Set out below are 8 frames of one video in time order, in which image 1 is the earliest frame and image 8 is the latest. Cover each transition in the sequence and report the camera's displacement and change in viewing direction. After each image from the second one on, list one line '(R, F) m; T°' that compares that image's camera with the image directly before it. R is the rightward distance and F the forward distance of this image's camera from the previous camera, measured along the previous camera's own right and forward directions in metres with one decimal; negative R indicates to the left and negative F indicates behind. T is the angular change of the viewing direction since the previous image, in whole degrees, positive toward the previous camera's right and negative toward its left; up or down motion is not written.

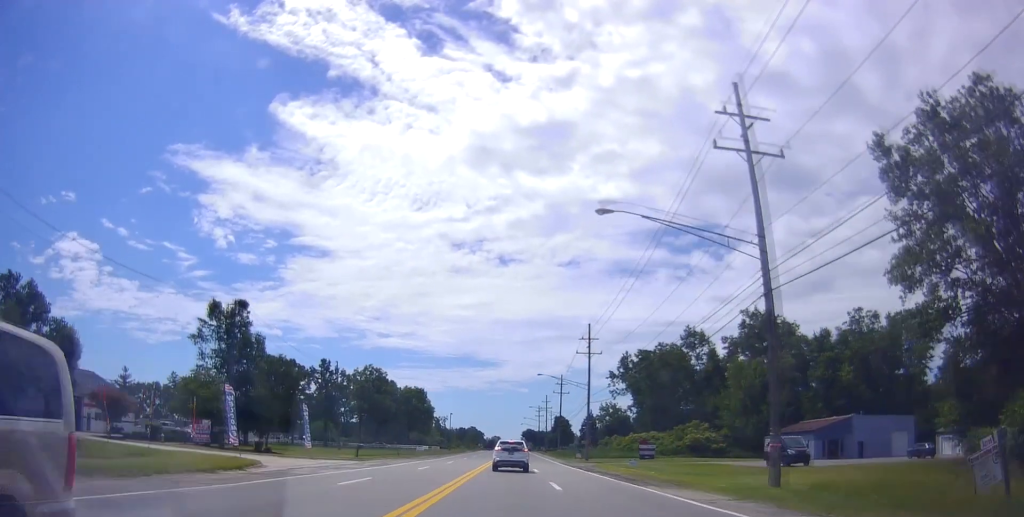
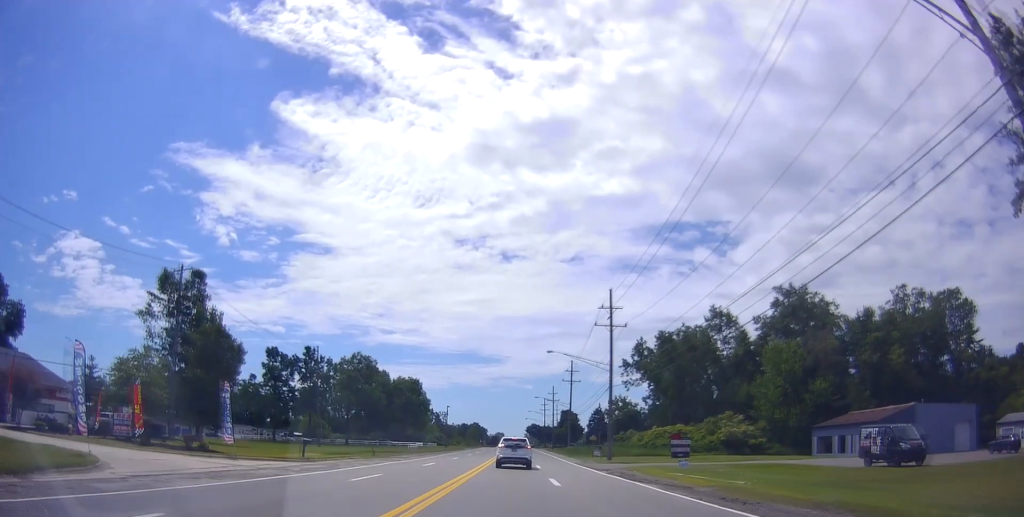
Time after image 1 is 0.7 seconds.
(-0.2, +13.7) m; -1°
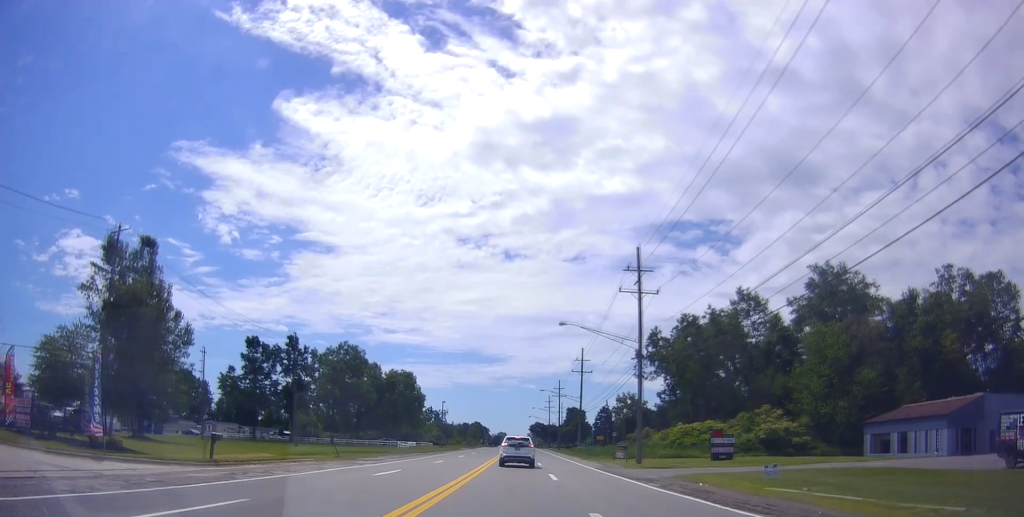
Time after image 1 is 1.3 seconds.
(-0.5, +12.3) m; 0°
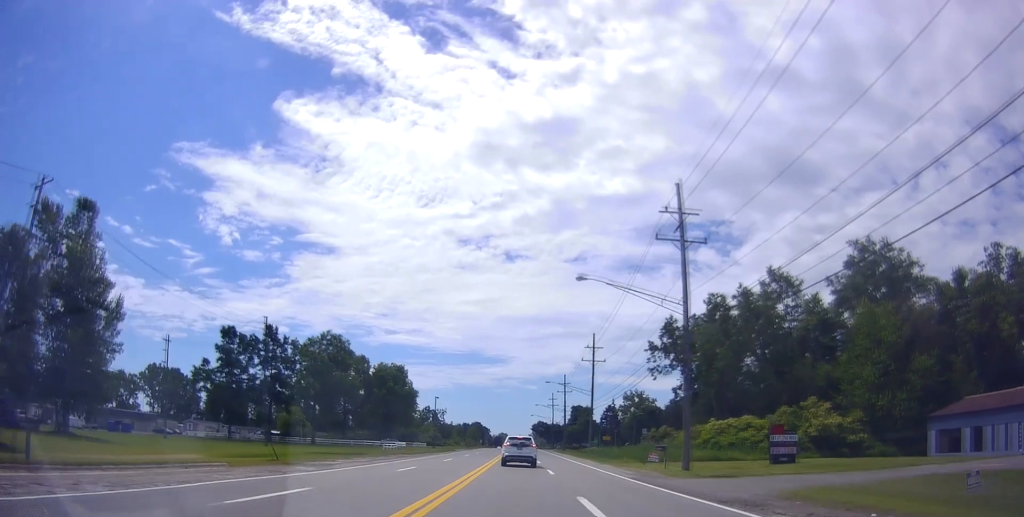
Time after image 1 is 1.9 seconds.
(+0.4, +12.0) m; +1°
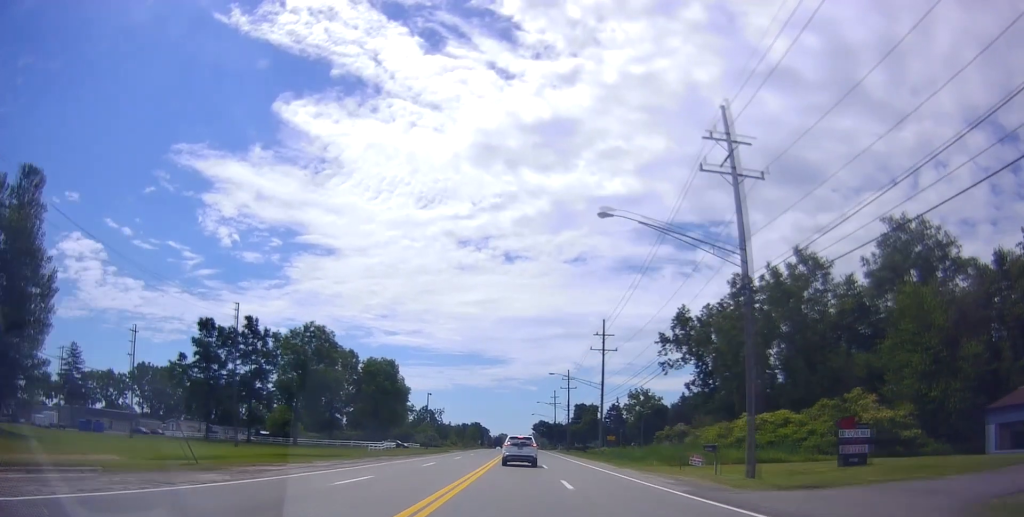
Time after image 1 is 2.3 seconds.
(+0.2, +9.3) m; +1°
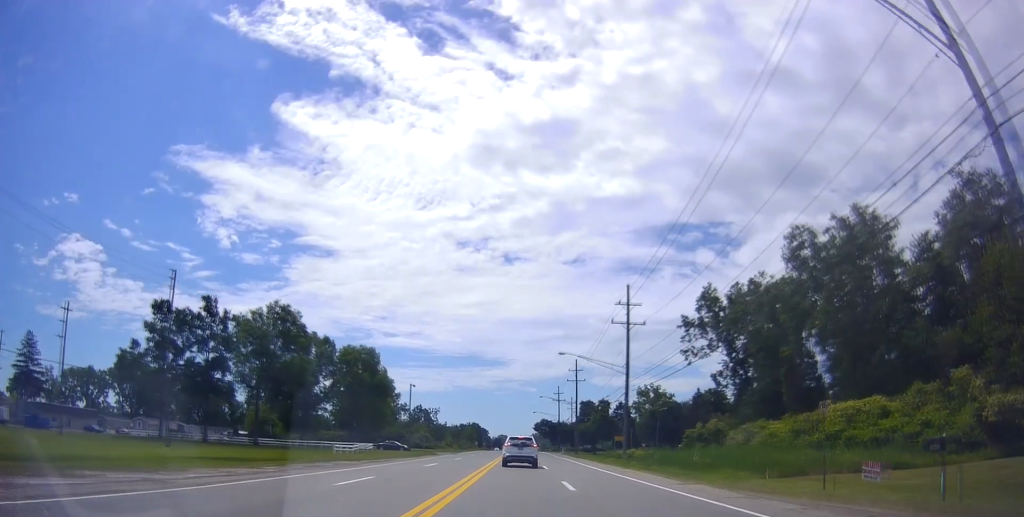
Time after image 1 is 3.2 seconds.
(0.0, +15.9) m; 0°
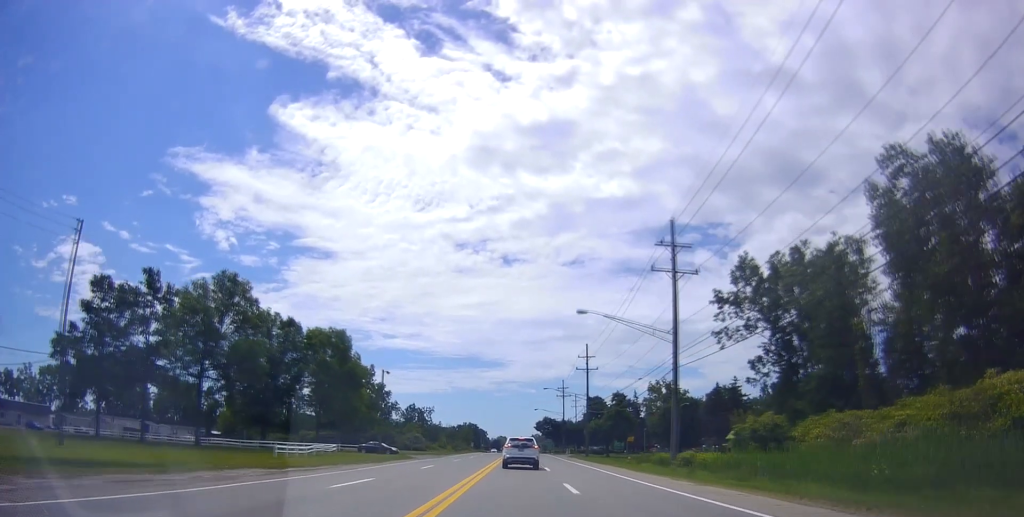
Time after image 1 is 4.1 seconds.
(0.0, +17.4) m; -2°
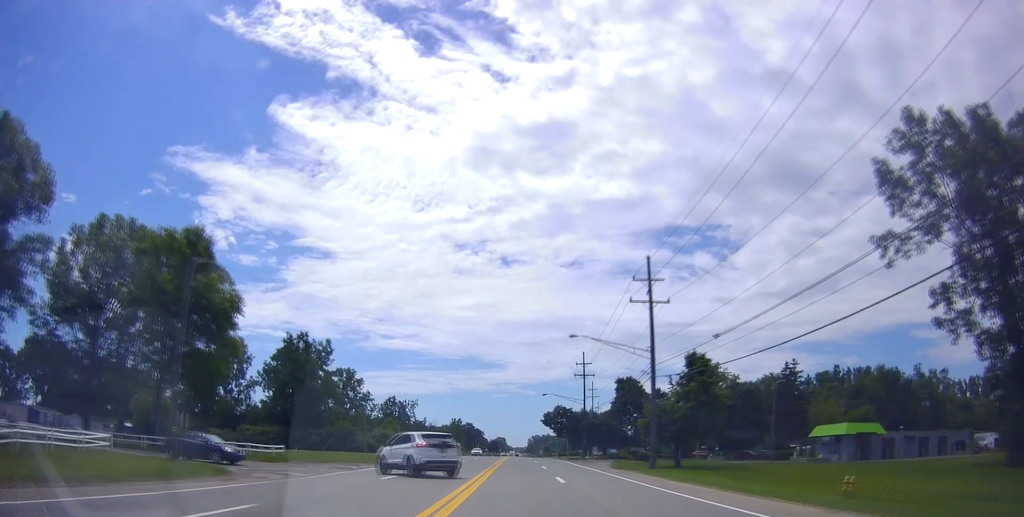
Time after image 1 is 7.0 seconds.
(-0.5, +44.0) m; 0°
